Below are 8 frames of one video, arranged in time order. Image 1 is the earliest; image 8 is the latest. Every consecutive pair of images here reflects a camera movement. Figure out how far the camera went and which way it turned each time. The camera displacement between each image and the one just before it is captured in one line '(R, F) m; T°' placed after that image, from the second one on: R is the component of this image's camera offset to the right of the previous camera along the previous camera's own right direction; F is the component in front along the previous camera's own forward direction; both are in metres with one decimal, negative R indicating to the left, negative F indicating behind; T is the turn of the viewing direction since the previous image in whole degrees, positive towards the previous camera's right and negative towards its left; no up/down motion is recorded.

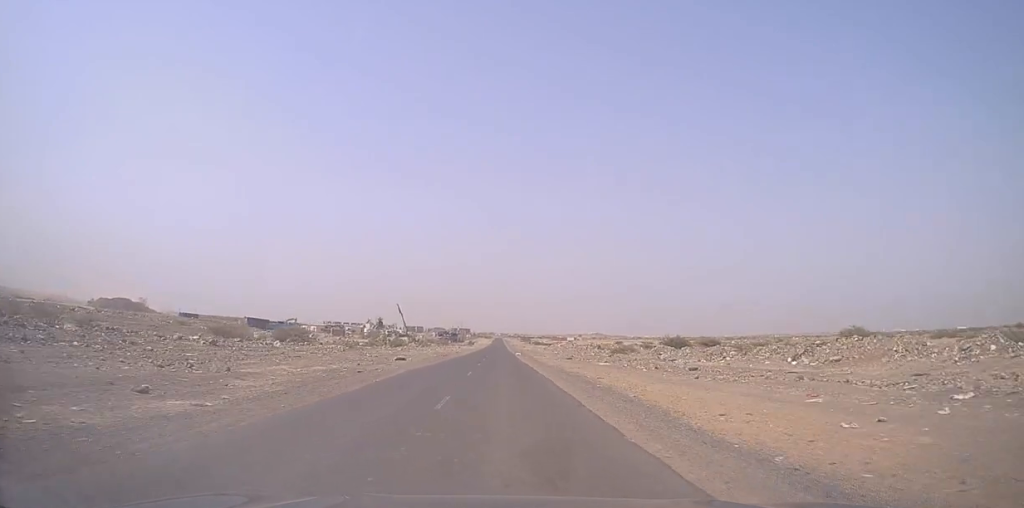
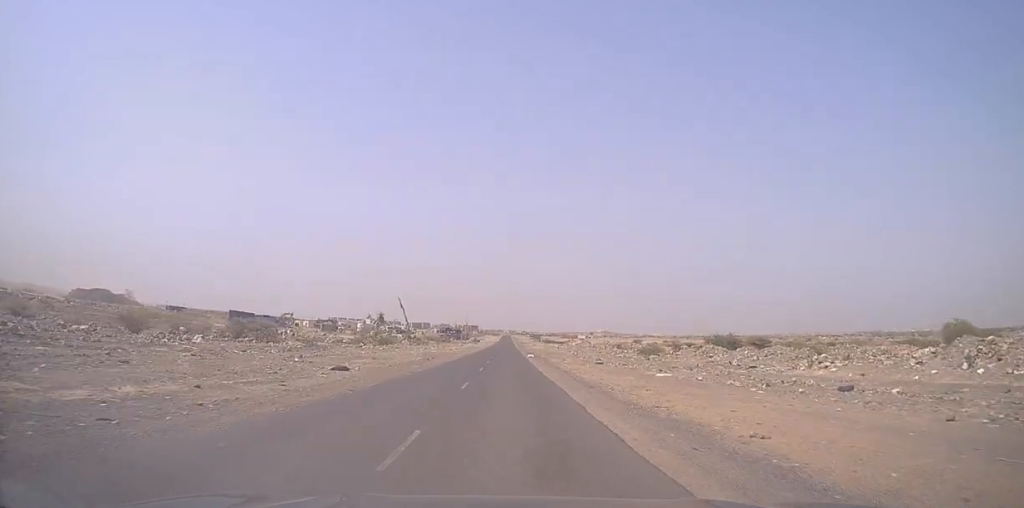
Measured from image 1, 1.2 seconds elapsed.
(+0.3, +18.2) m; 0°
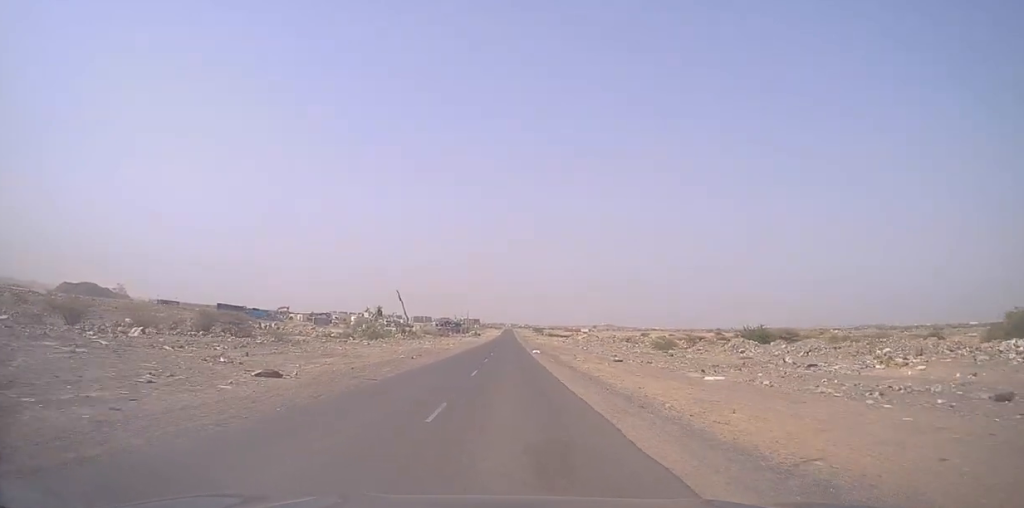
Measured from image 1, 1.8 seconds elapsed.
(-0.1, +8.6) m; -1°
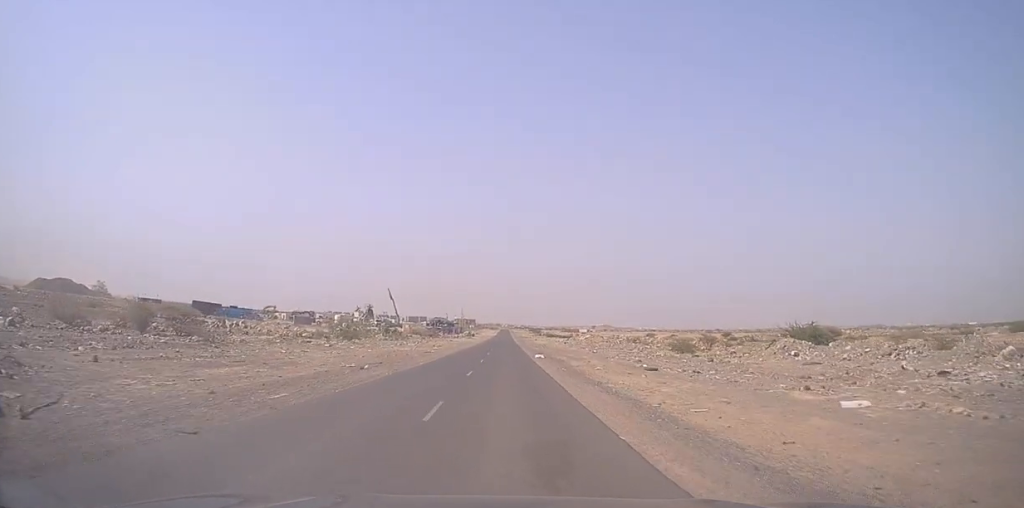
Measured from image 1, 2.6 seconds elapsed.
(-0.2, +12.1) m; 0°
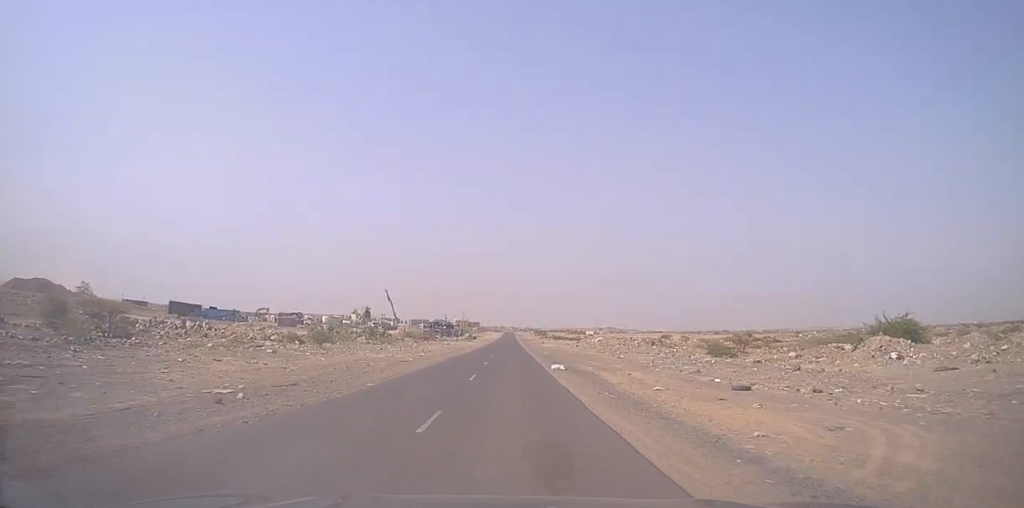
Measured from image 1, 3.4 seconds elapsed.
(0.0, +13.1) m; +1°
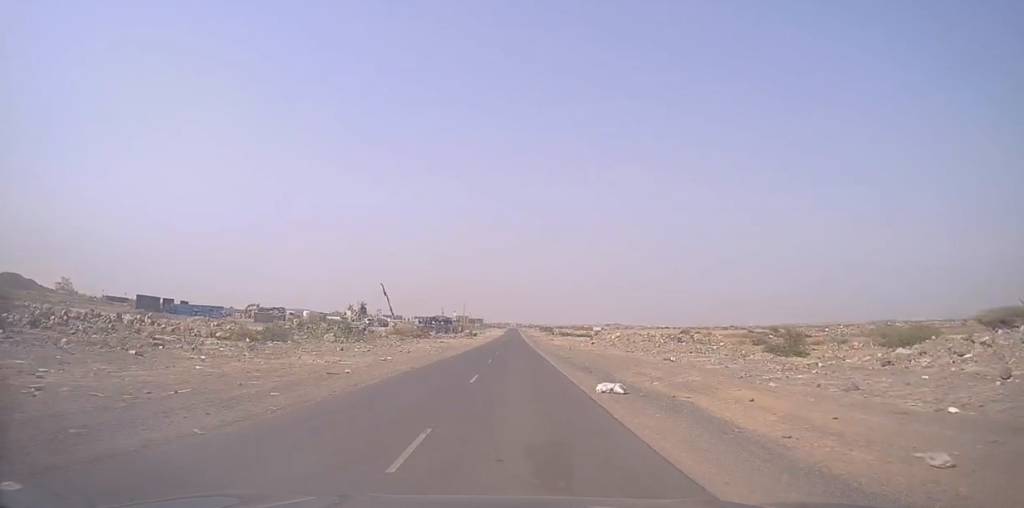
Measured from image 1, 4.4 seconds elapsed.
(+0.3, +15.1) m; 0°
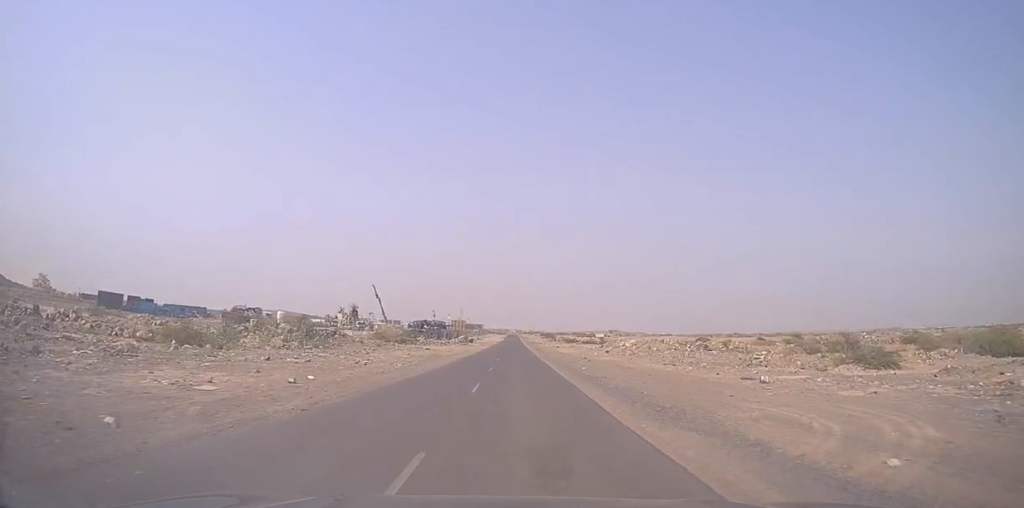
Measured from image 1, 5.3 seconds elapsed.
(-0.3, +13.7) m; -3°
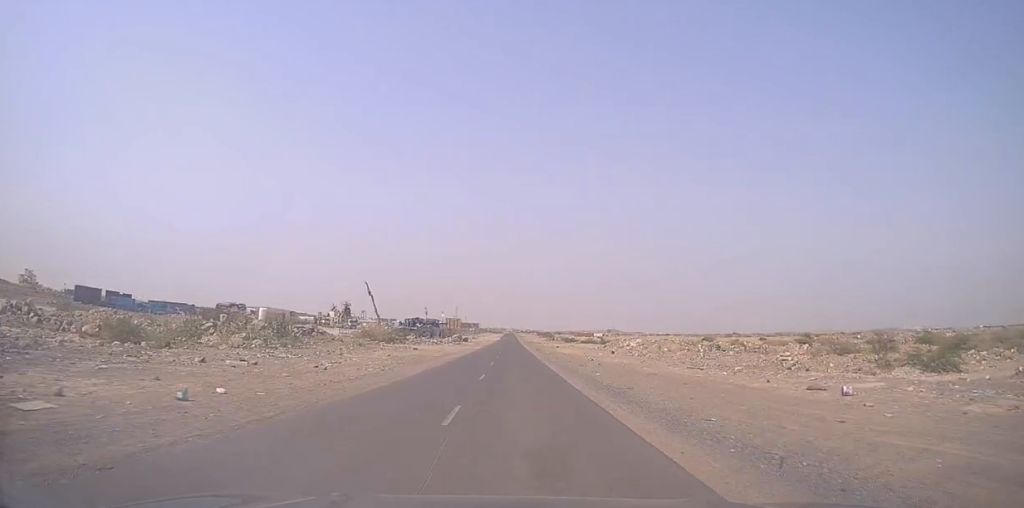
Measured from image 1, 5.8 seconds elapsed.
(-0.2, +6.6) m; 0°
